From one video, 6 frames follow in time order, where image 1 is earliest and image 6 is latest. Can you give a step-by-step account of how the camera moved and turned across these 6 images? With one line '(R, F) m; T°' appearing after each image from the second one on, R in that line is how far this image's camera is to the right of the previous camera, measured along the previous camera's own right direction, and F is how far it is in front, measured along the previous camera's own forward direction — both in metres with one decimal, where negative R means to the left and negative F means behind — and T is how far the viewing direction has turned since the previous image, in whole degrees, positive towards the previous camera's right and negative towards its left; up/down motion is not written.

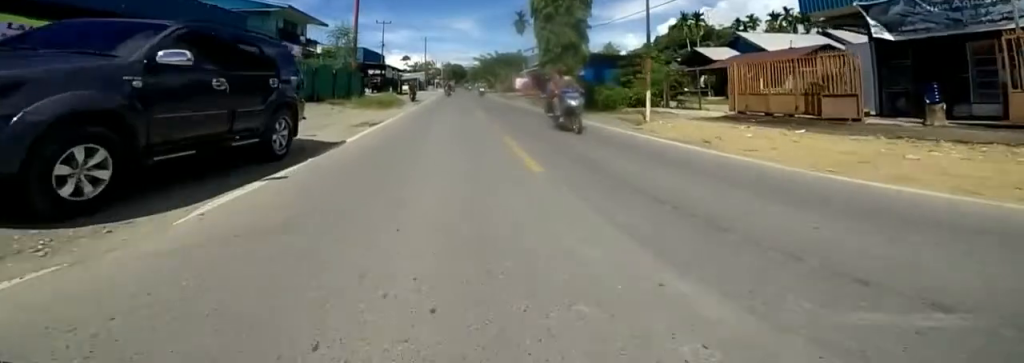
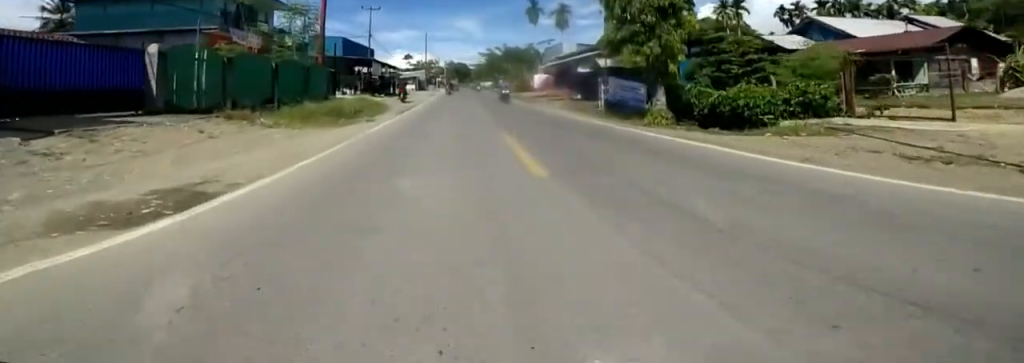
(-0.4, +7.6) m; -3°
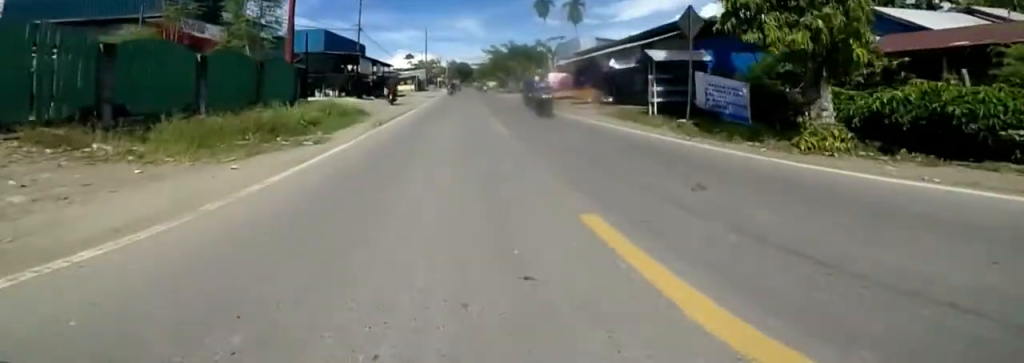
(-0.1, +4.4) m; -1°
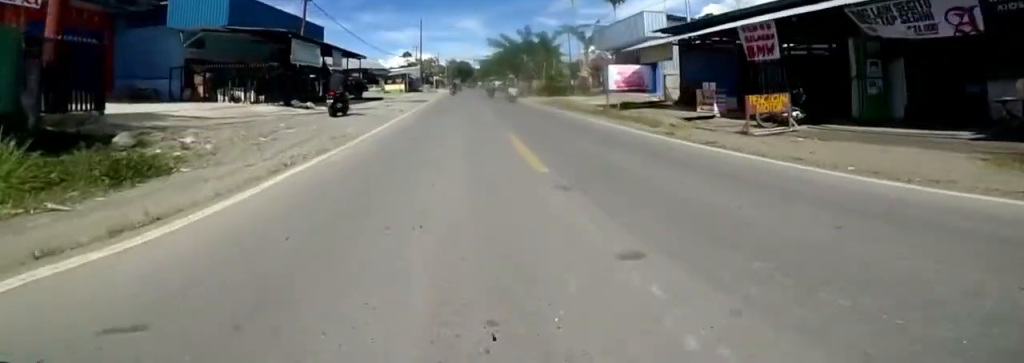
(0.0, +10.4) m; 0°
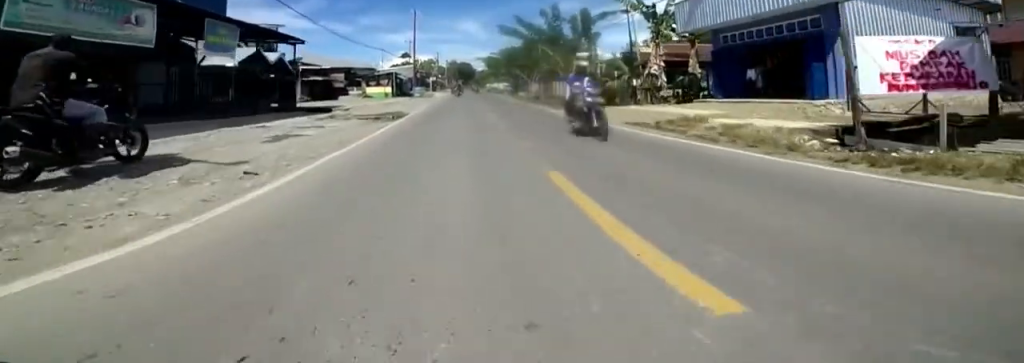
(+0.1, +10.4) m; +1°
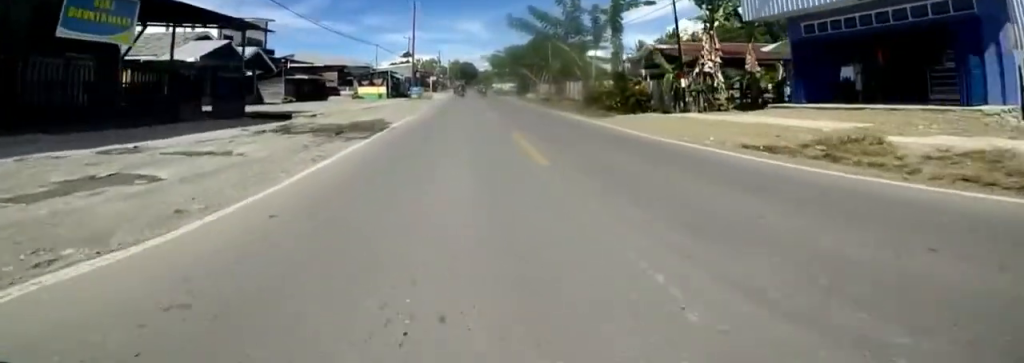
(+0.1, +4.1) m; +1°
